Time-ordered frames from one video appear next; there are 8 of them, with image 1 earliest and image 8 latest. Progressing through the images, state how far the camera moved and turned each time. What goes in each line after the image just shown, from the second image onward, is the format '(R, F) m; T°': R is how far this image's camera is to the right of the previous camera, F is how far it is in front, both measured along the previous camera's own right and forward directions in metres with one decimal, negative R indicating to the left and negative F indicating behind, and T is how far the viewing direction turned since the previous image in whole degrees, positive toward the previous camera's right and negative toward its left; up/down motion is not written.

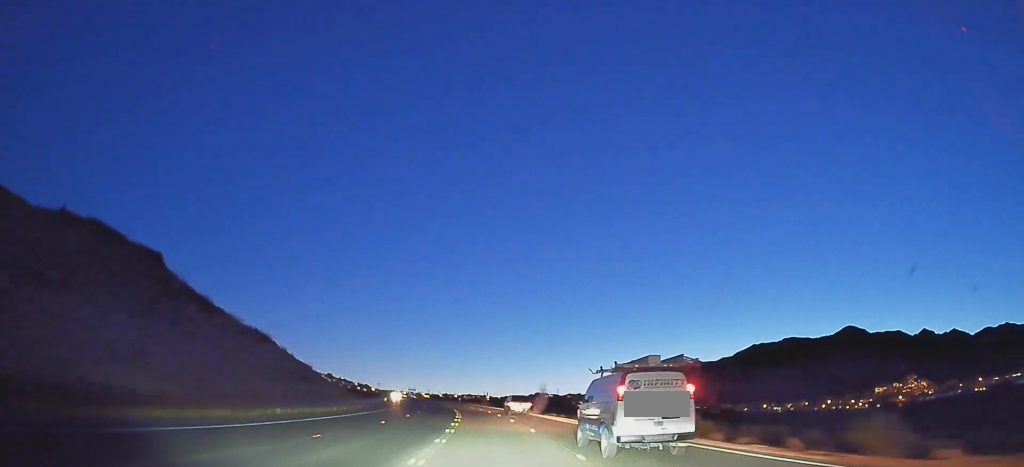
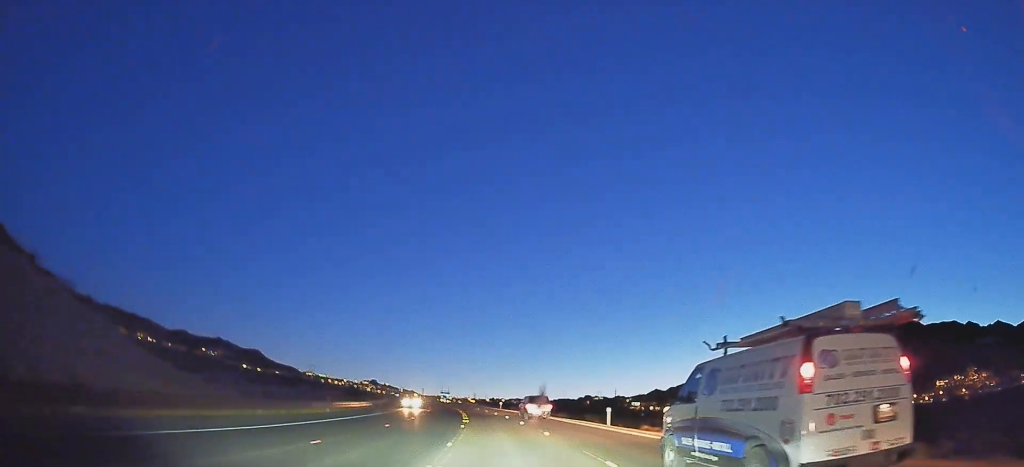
(-2.2, +49.4) m; -5°
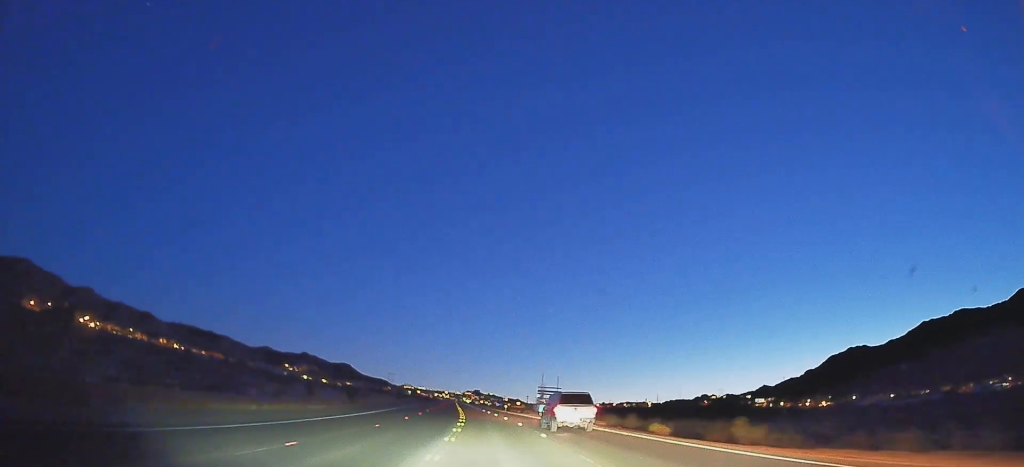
(-12.1, +122.0) m; -10°
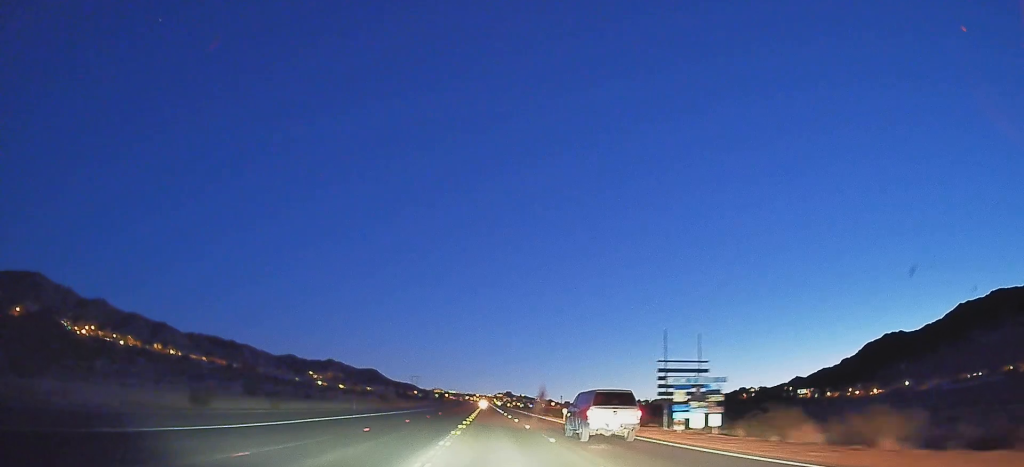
(-1.4, +51.4) m; -1°
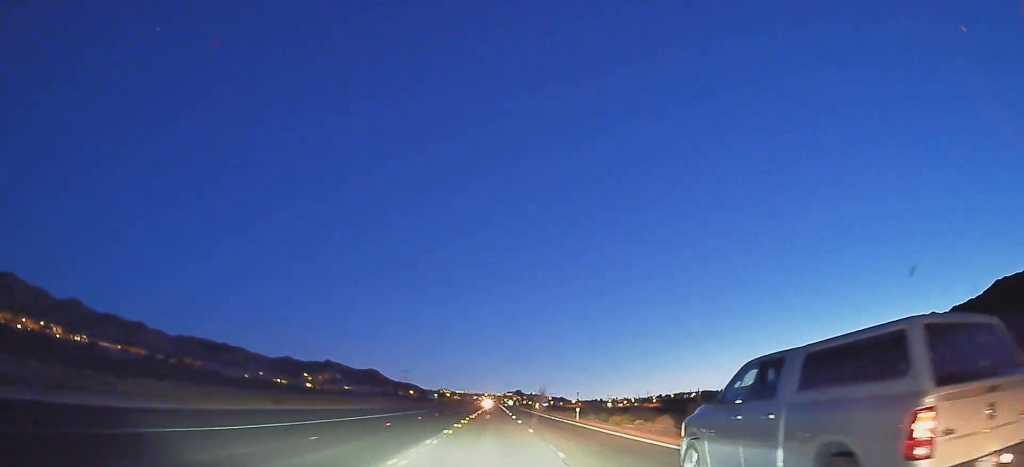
(-1.3, +127.3) m; -1°
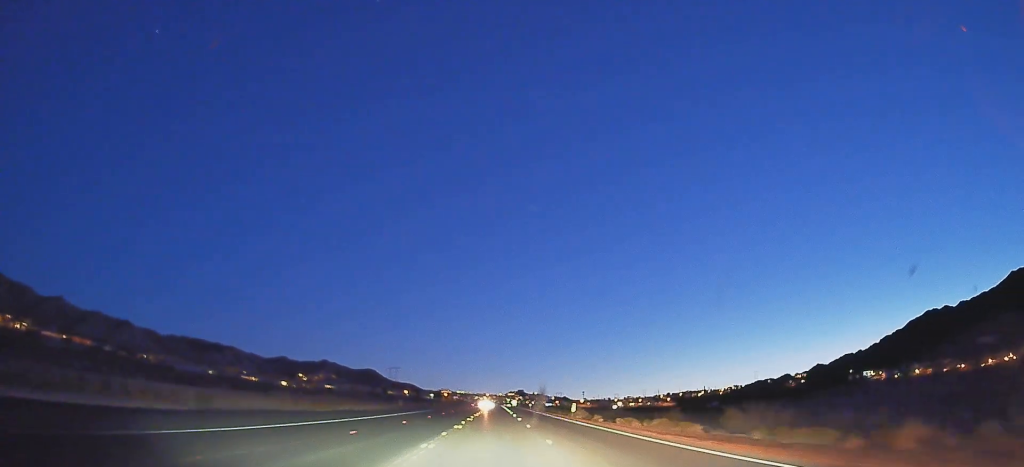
(-0.1, +56.4) m; 0°
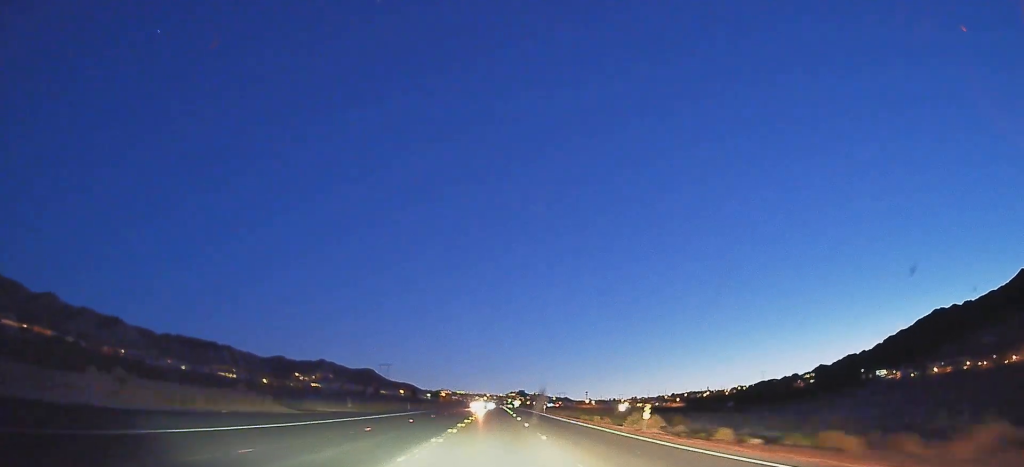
(-0.1, +34.3) m; -1°
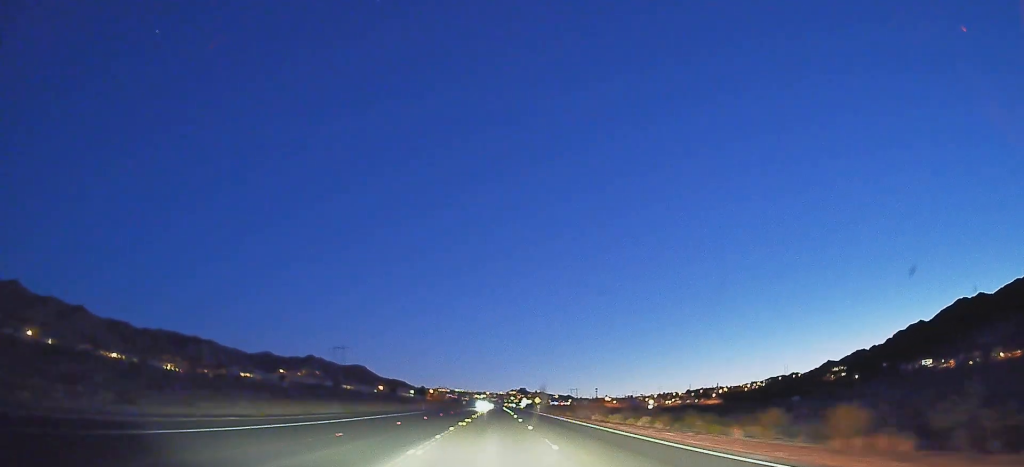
(-3.5, +115.7) m; -4°
